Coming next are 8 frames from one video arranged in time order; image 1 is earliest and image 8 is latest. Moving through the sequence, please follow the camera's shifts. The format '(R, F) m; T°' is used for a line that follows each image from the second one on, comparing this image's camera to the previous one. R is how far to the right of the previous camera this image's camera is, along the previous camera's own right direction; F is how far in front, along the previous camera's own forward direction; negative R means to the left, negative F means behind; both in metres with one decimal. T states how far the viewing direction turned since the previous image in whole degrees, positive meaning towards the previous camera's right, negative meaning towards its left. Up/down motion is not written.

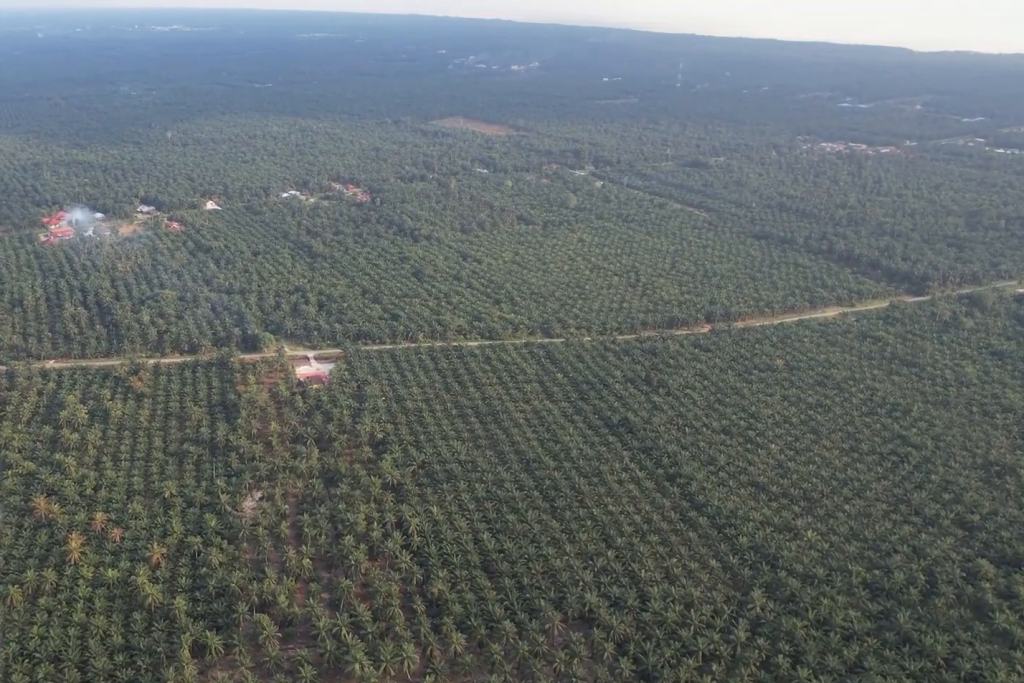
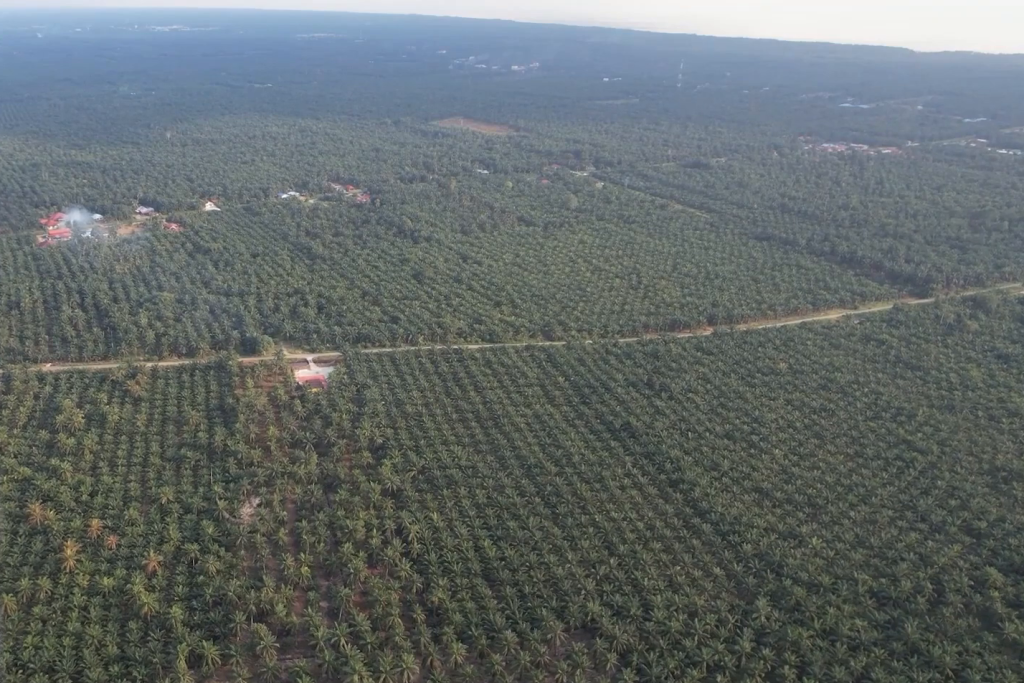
(0.0, +5.4) m; 0°
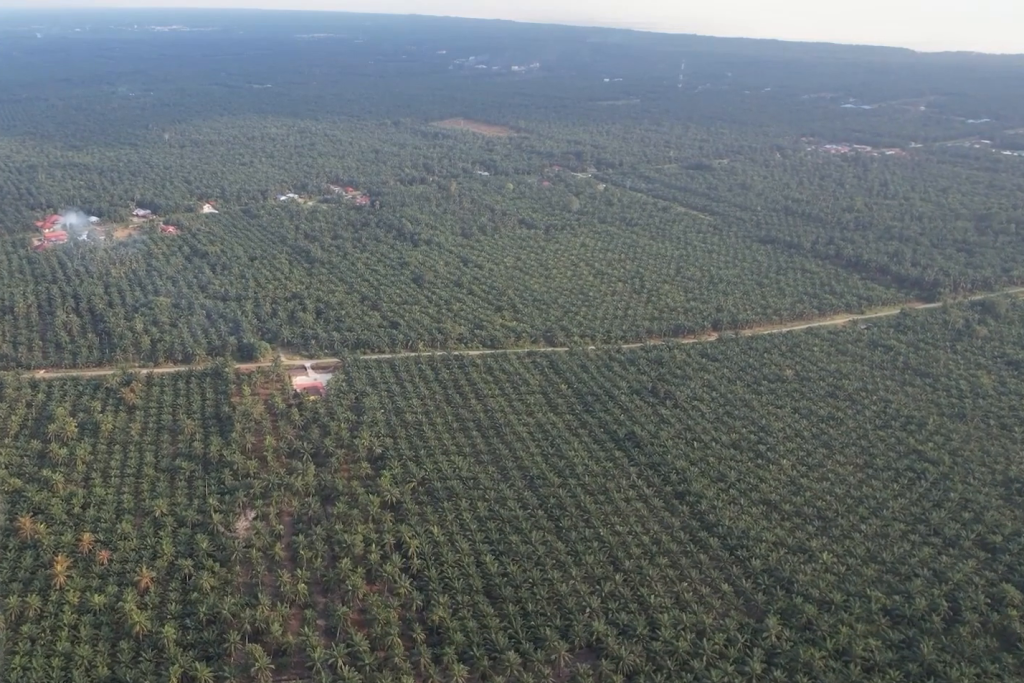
(0.0, +10.2) m; 0°
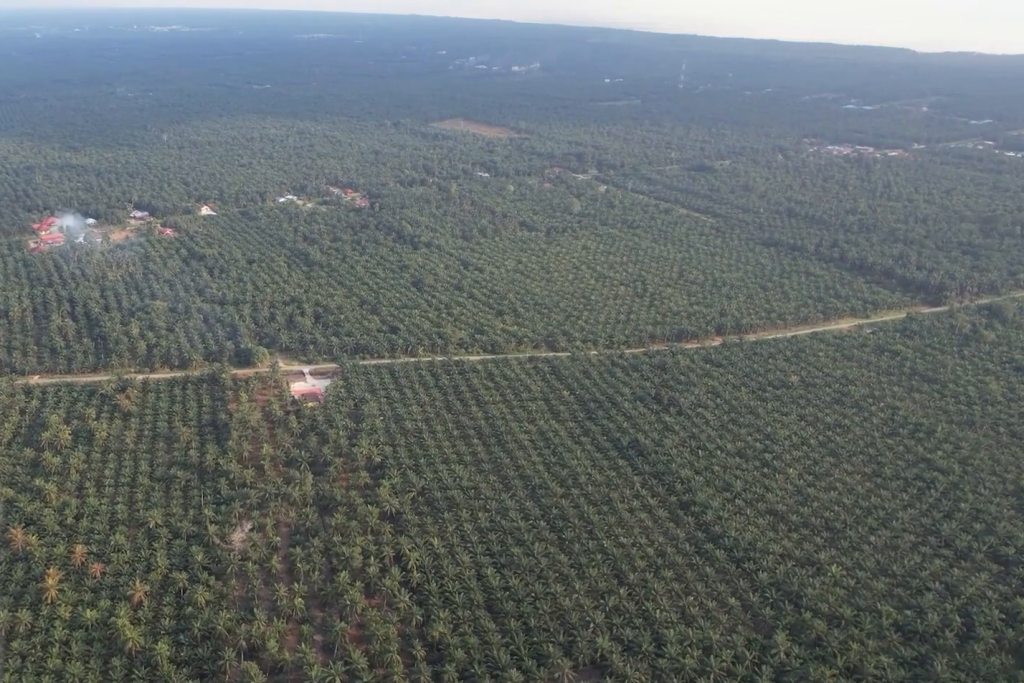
(0.0, +9.0) m; 0°
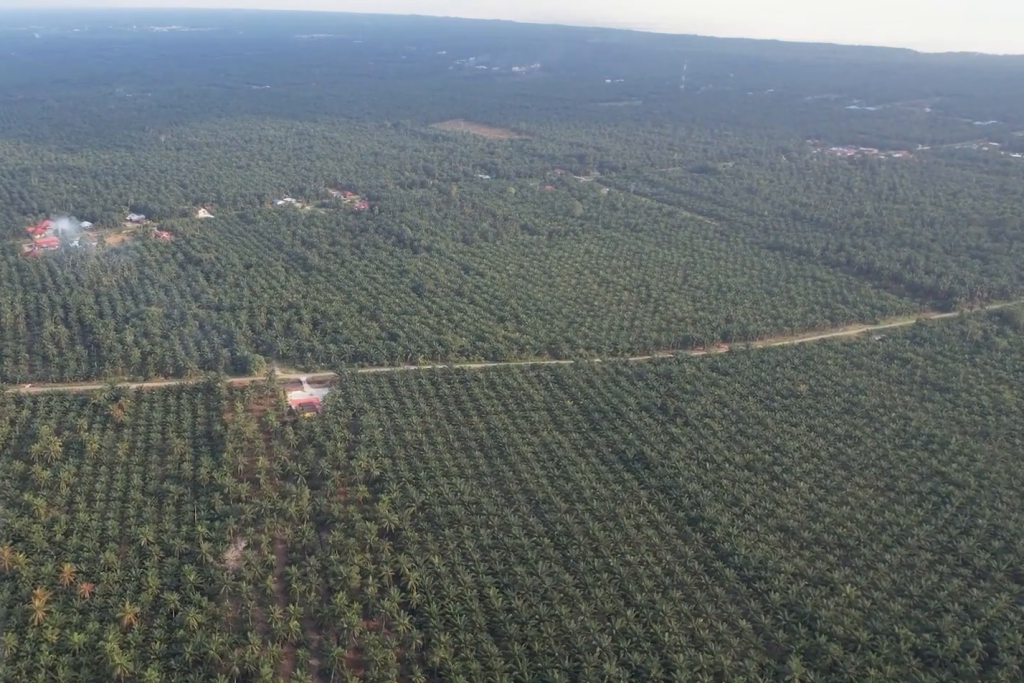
(0.0, +12.6) m; 0°
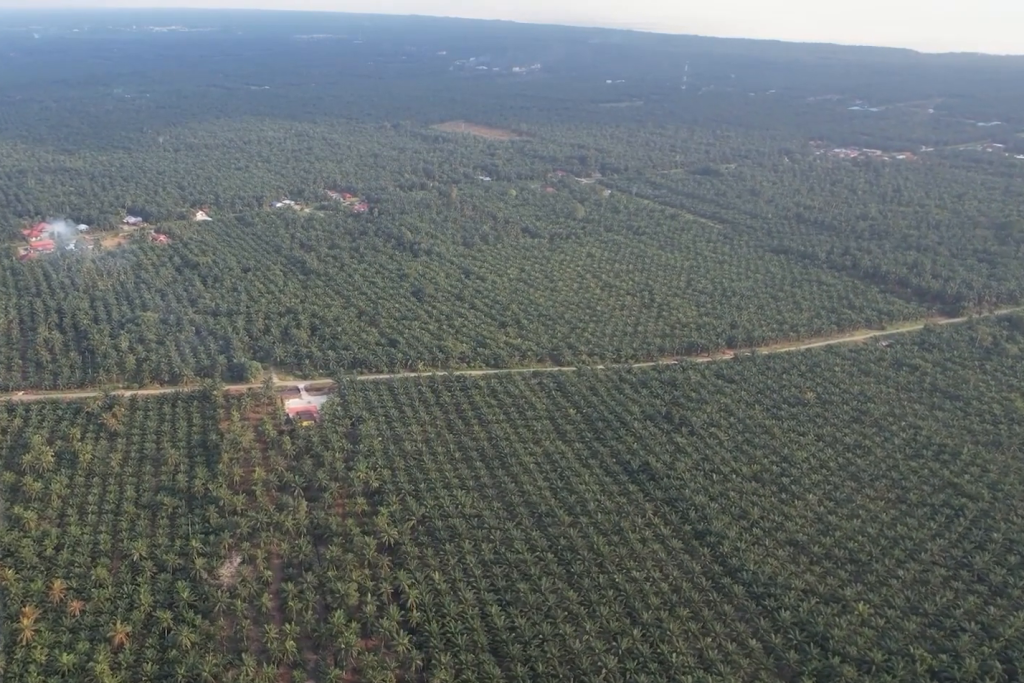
(0.0, +10.8) m; 0°
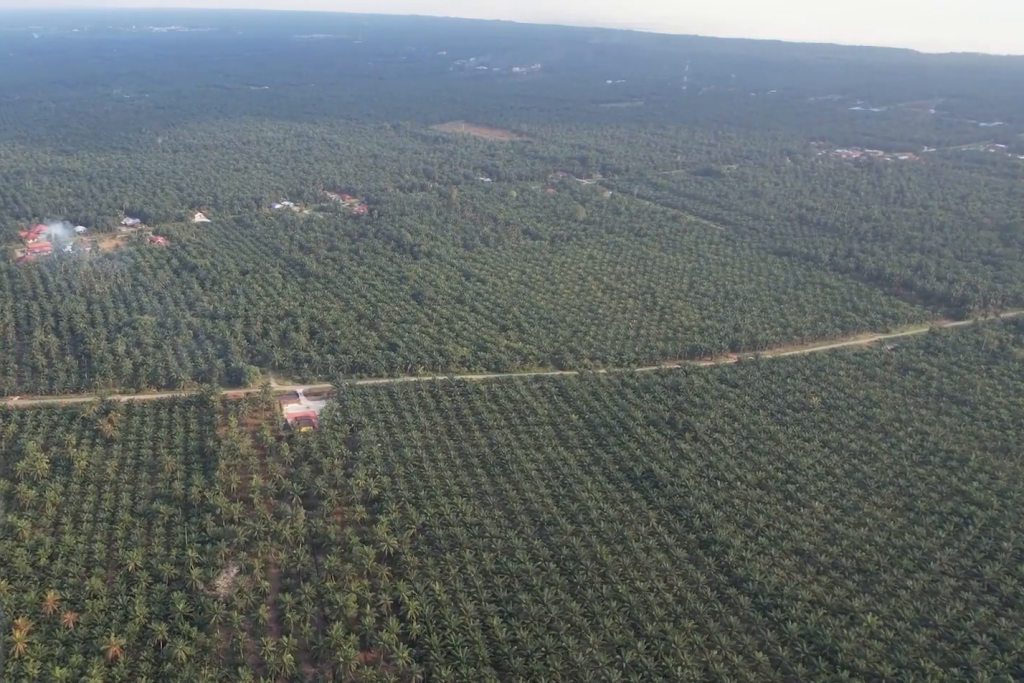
(0.0, +6.7) m; 0°
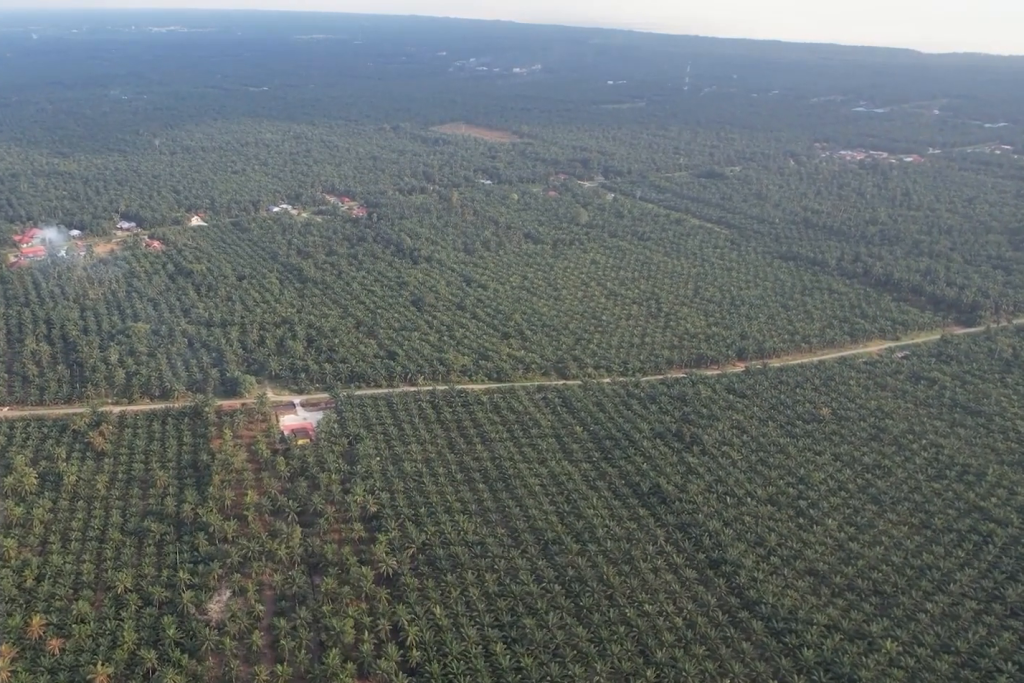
(0.0, +13.9) m; 0°
